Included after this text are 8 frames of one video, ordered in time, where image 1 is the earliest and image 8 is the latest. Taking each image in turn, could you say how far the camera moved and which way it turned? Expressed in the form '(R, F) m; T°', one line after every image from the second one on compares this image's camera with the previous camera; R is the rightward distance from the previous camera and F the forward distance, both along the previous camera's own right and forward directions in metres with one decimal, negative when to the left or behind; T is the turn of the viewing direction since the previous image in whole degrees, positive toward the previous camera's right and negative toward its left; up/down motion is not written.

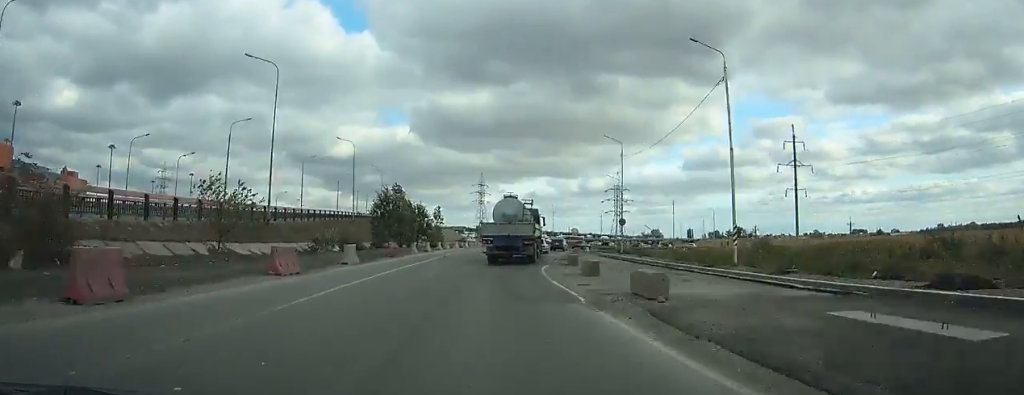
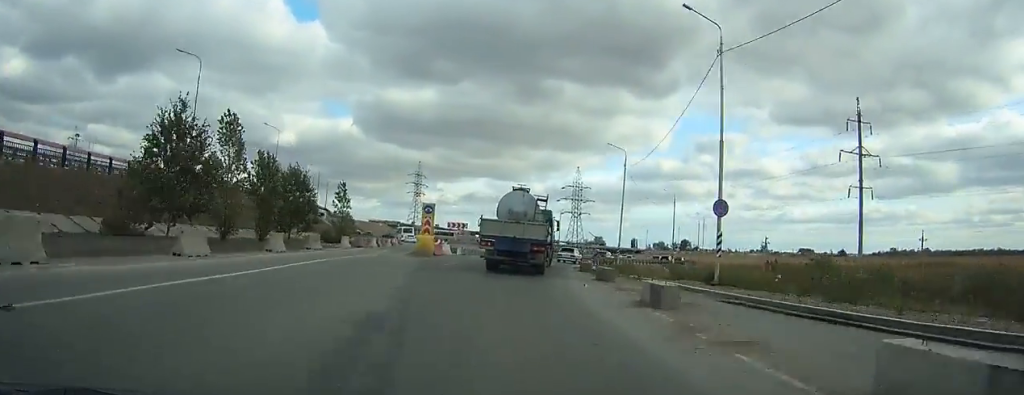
(+1.1, +36.3) m; +5°
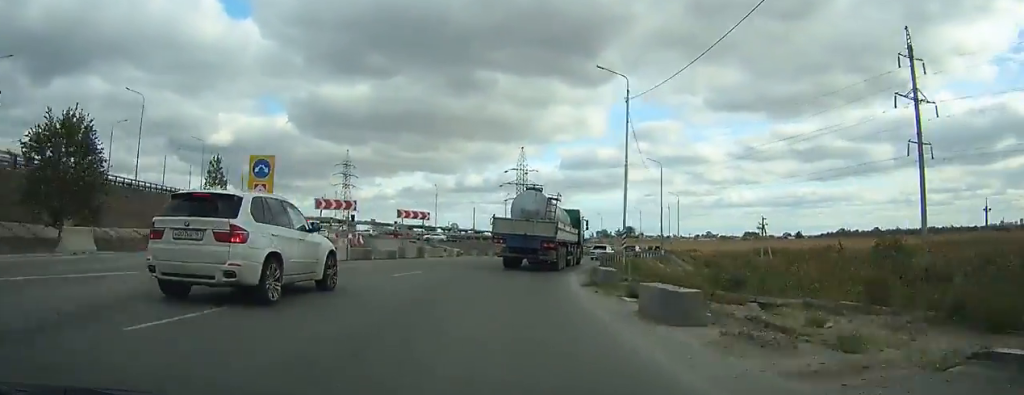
(+1.0, +23.7) m; +6°
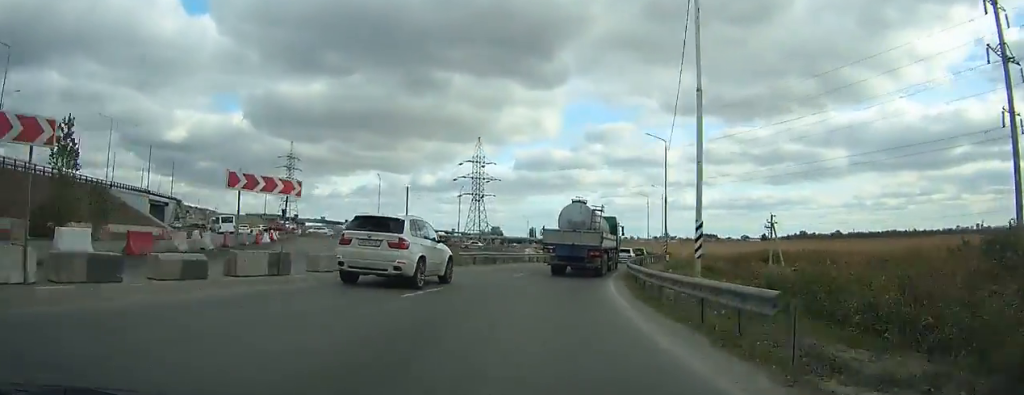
(+1.0, +17.7) m; +6°
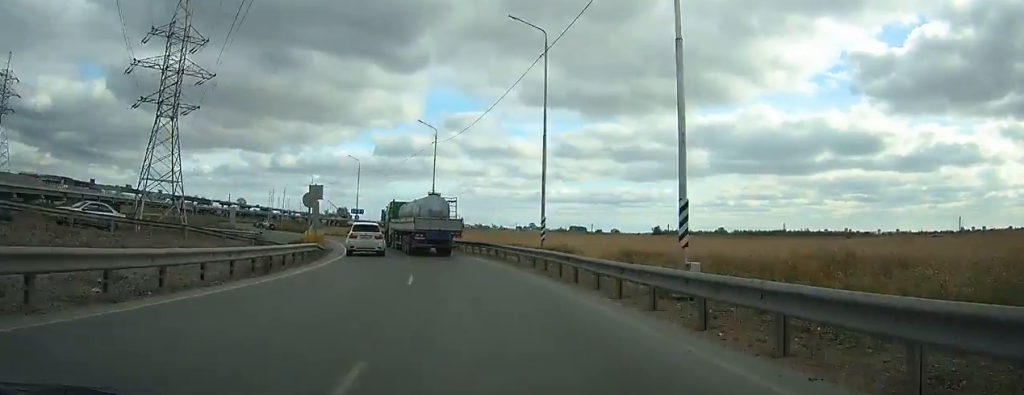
(+16.3, +76.8) m; +13°
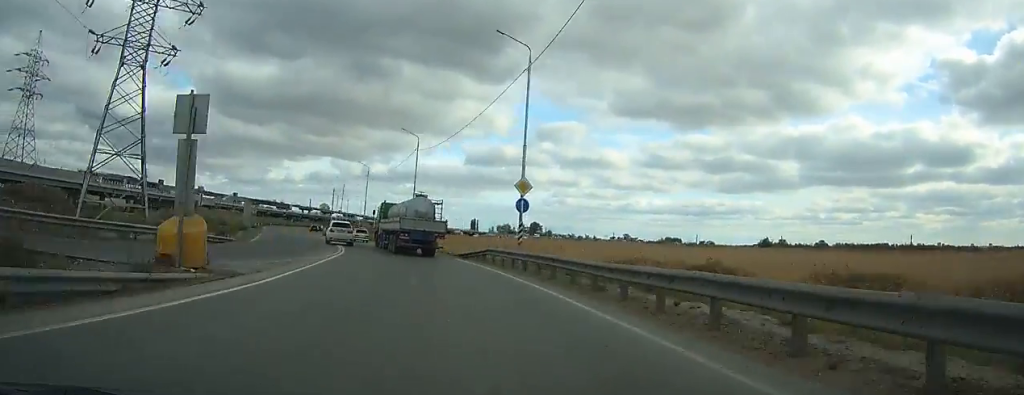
(-0.4, +24.3) m; -6°
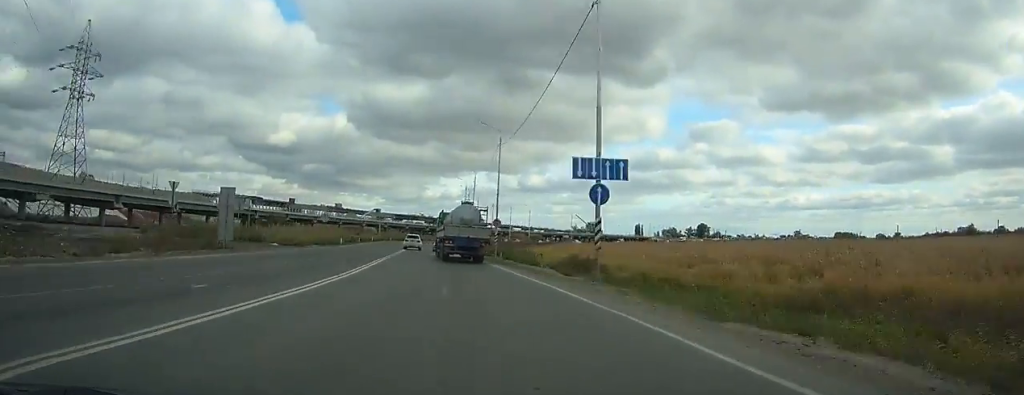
(-3.5, +36.5) m; -12°
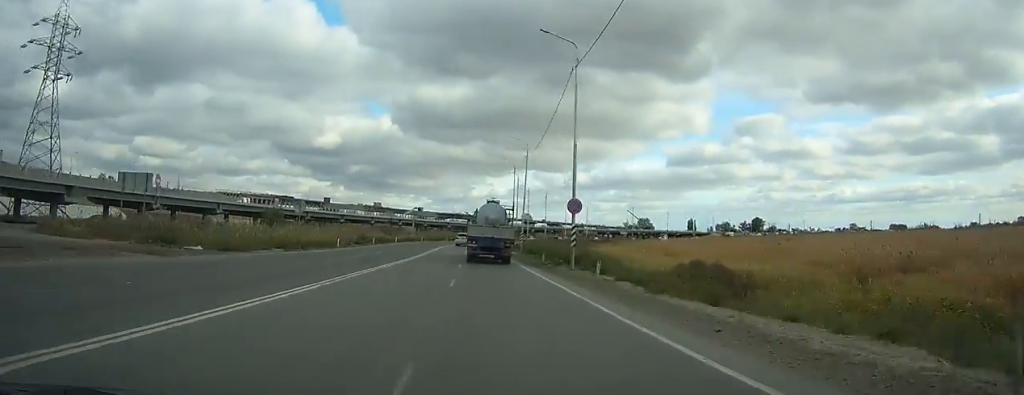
(-2.0, +20.3) m; -5°
